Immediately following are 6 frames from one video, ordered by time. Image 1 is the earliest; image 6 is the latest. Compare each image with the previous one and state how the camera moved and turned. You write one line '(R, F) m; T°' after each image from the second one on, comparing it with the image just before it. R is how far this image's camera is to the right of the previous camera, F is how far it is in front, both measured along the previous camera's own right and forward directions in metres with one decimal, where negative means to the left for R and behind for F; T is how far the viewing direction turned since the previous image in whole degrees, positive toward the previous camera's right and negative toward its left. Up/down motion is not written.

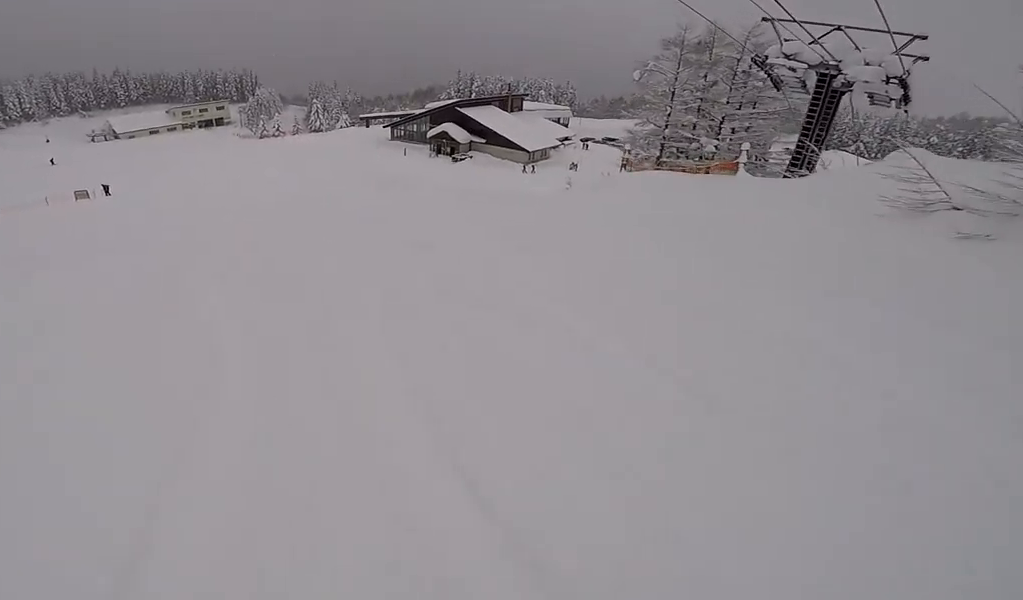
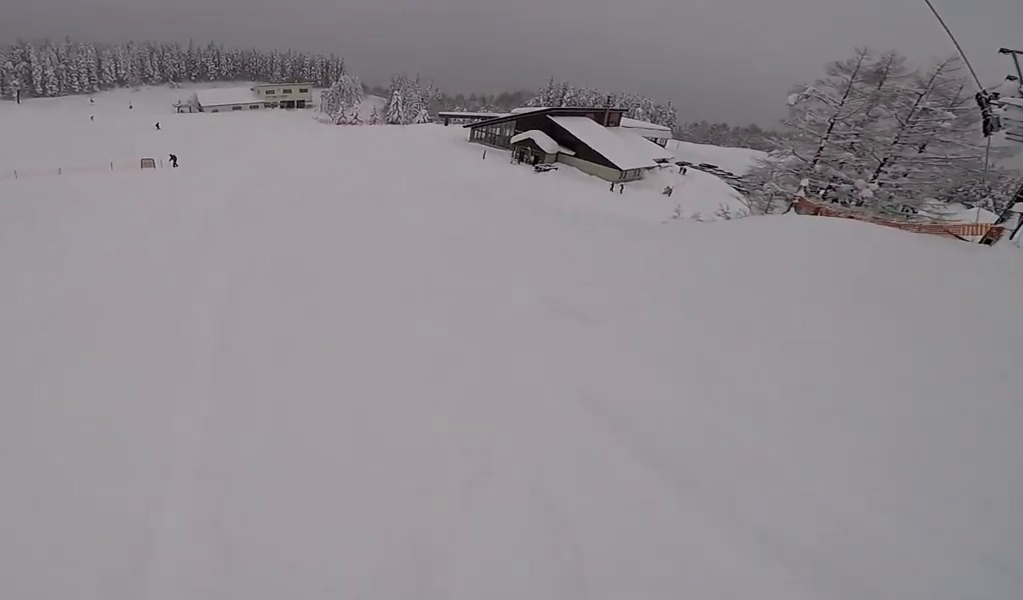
(+0.4, +3.4) m; -3°
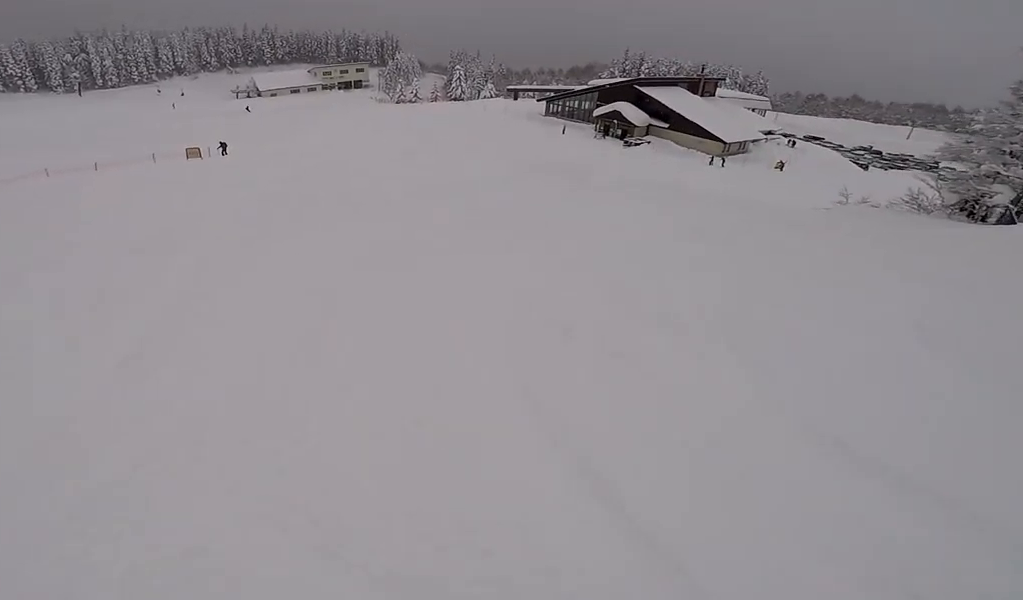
(-0.8, +6.1) m; -1°
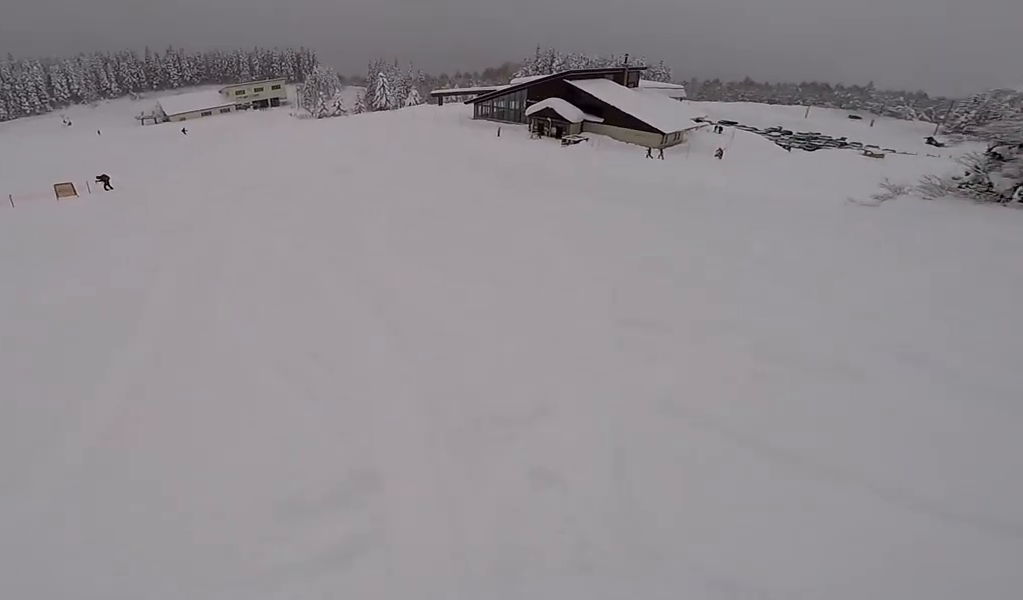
(+0.1, +8.2) m; +3°
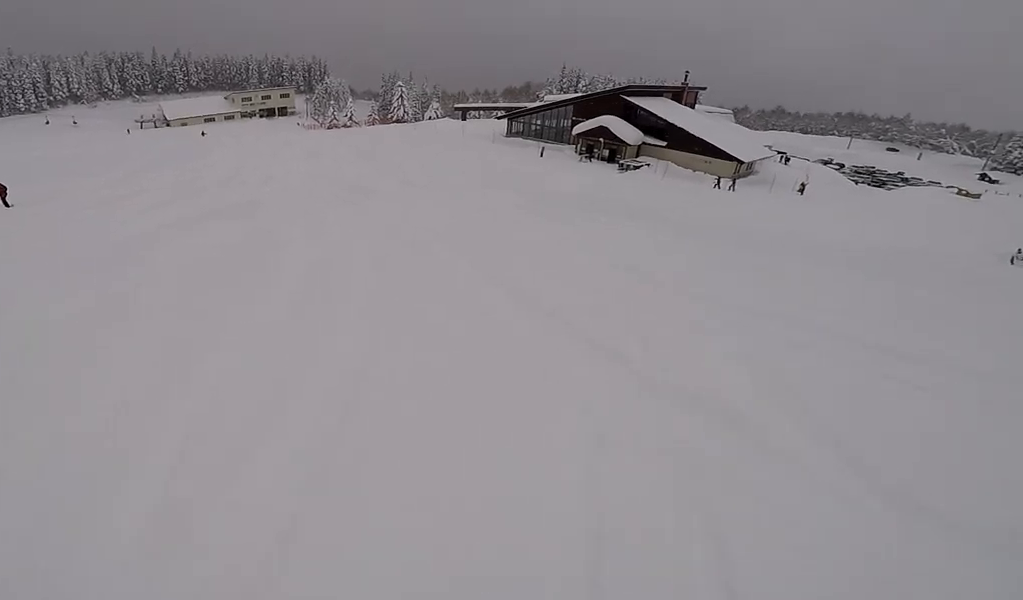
(+0.7, +12.1) m; +2°
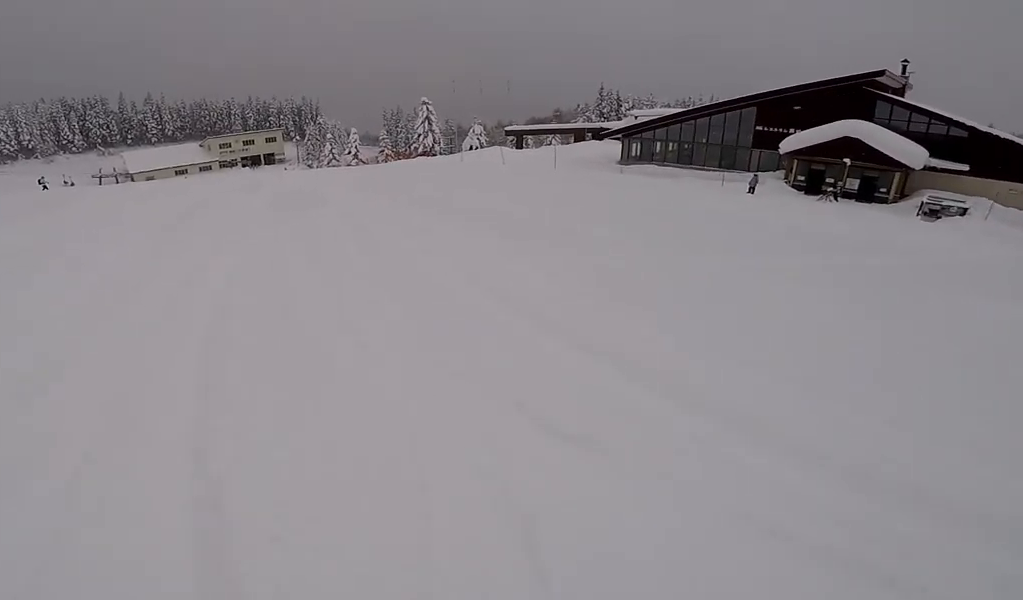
(+2.4, +31.4) m; +2°
